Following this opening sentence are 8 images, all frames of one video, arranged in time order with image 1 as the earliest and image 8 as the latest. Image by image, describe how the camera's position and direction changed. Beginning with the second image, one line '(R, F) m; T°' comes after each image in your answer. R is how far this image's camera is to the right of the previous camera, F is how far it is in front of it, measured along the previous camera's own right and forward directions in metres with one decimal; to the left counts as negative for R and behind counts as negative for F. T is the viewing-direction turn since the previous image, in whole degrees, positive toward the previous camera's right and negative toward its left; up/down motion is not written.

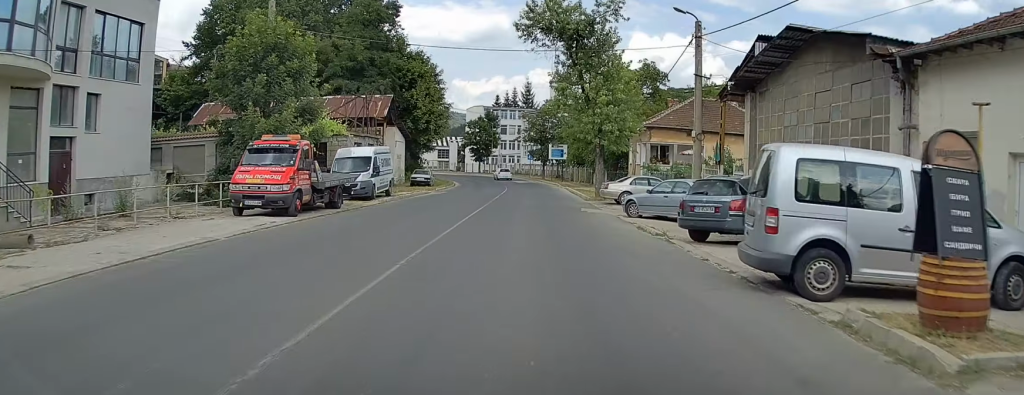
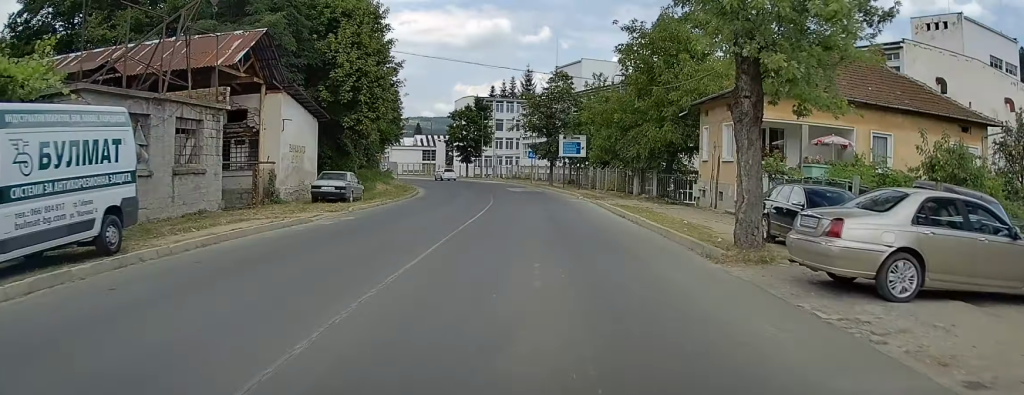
(+0.3, +24.9) m; 0°
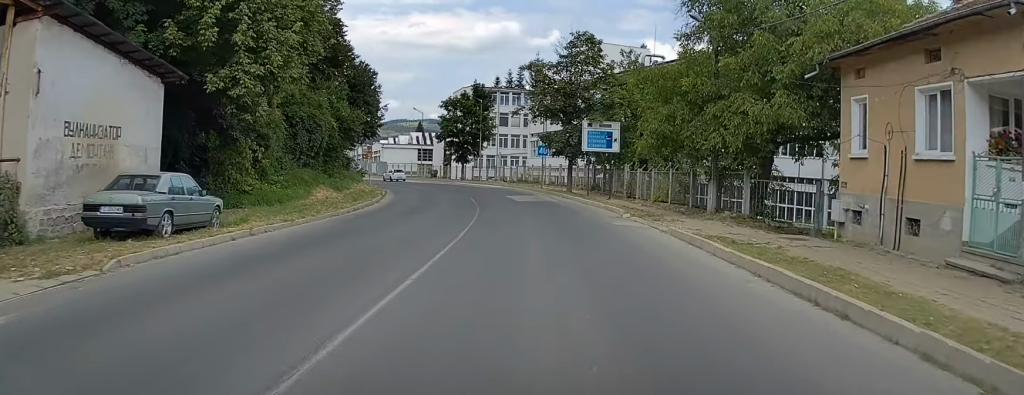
(-0.3, +16.2) m; -2°
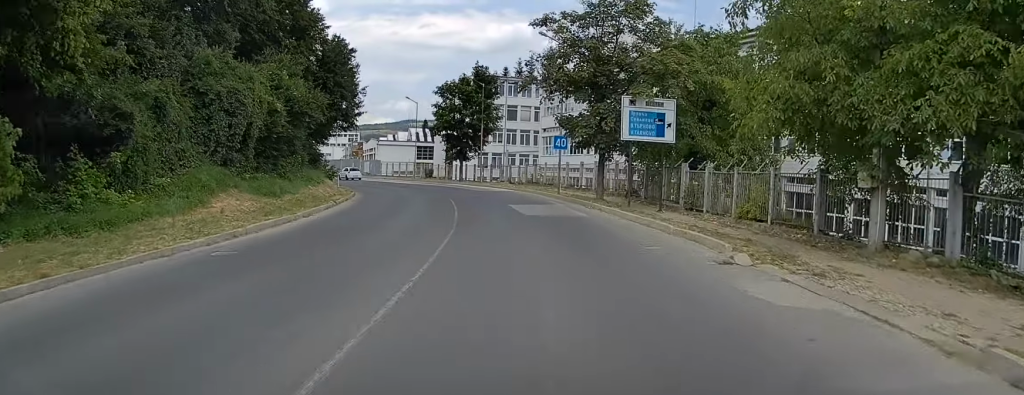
(-0.1, +12.4) m; -1°
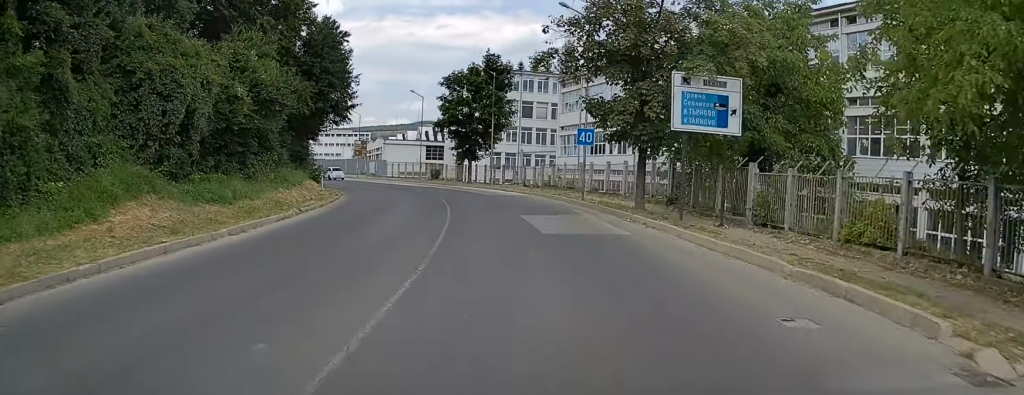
(0.0, +6.7) m; -1°
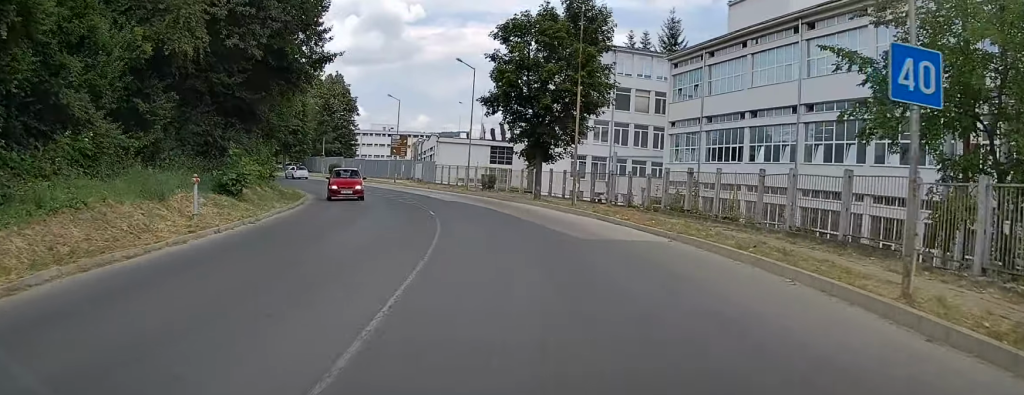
(-0.7, +21.8) m; -5°
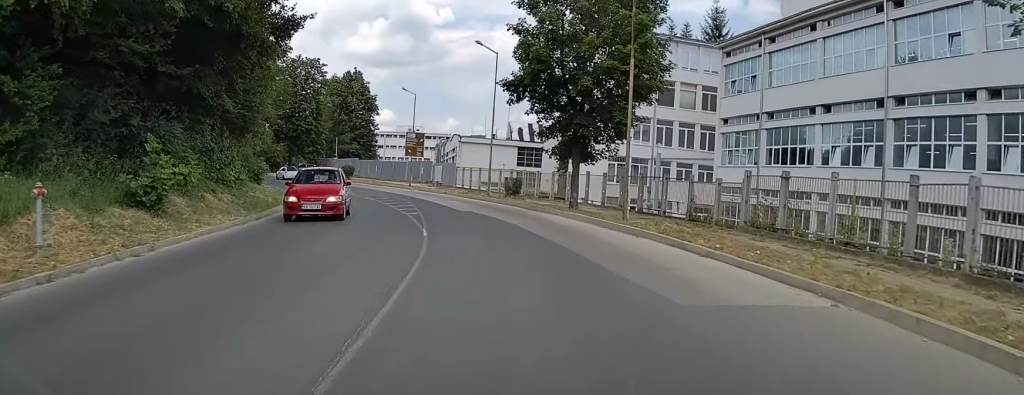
(-0.2, +7.0) m; -2°
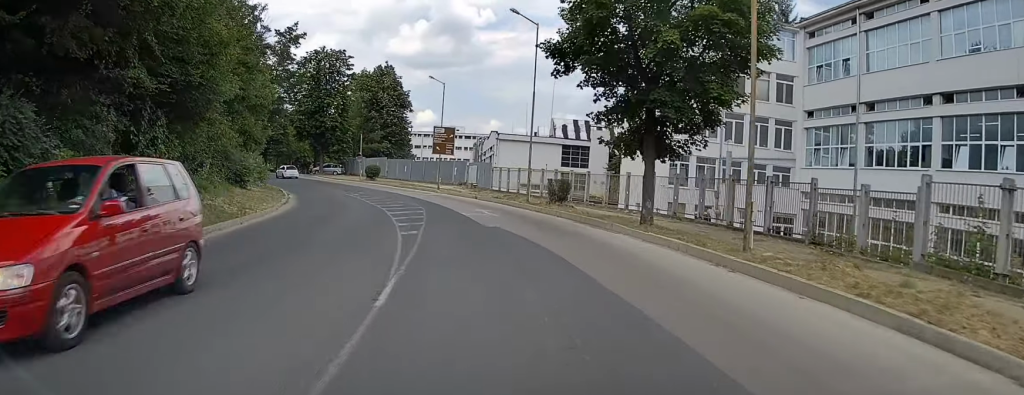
(-0.2, +7.9) m; -3°
